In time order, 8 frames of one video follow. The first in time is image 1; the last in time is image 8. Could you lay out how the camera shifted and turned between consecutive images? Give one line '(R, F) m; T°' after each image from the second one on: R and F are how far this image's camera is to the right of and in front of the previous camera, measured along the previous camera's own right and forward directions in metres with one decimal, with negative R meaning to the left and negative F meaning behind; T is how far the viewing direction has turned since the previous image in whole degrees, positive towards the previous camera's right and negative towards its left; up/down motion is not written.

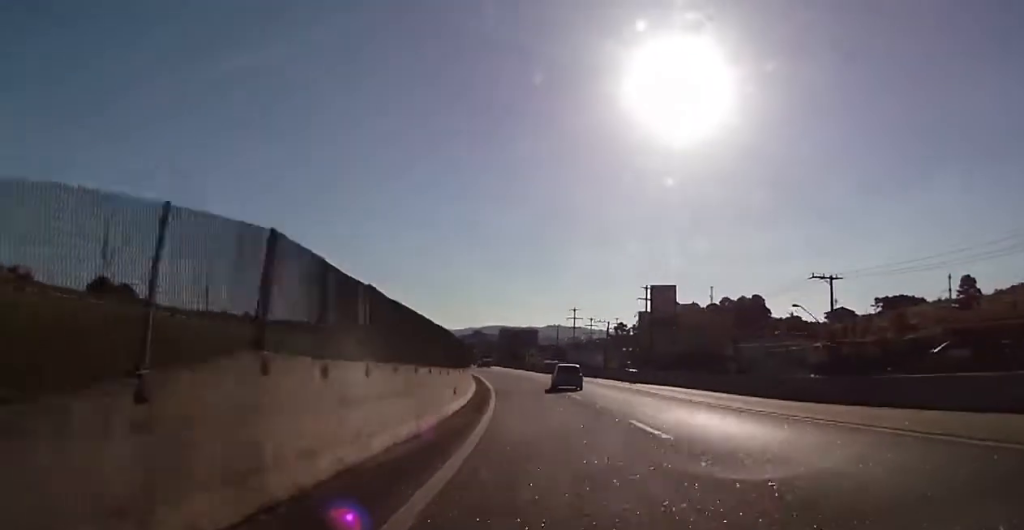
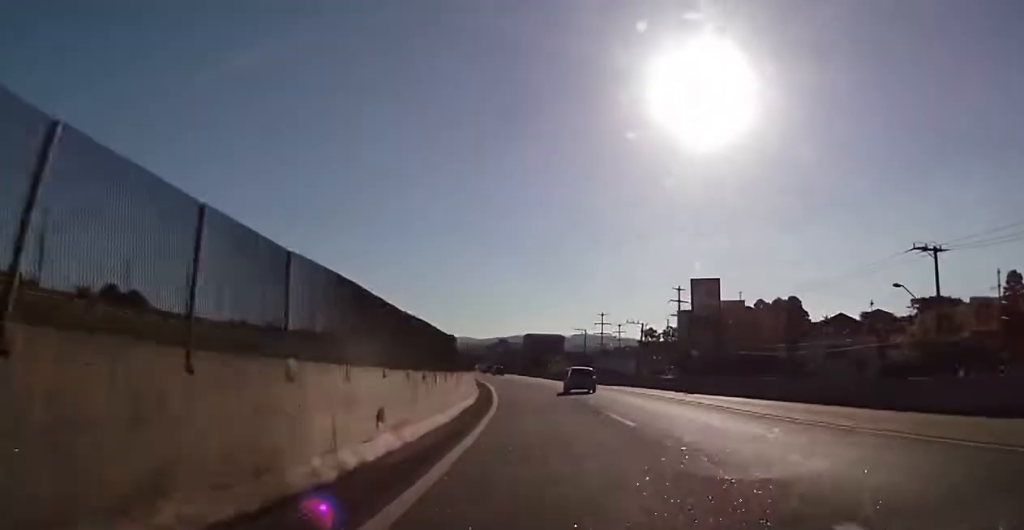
(-0.5, +13.1) m; -2°
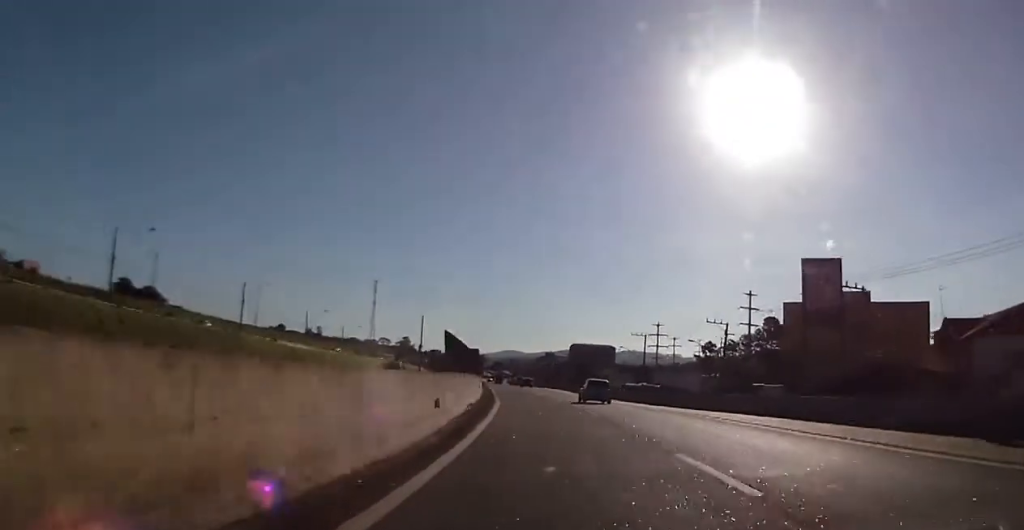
(-0.9, +26.9) m; -4°
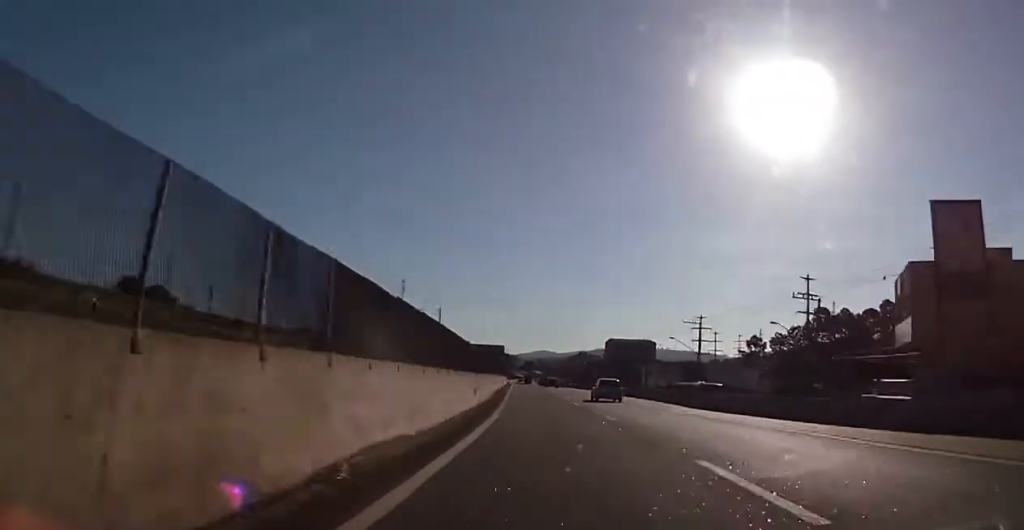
(-0.3, +19.5) m; -2°
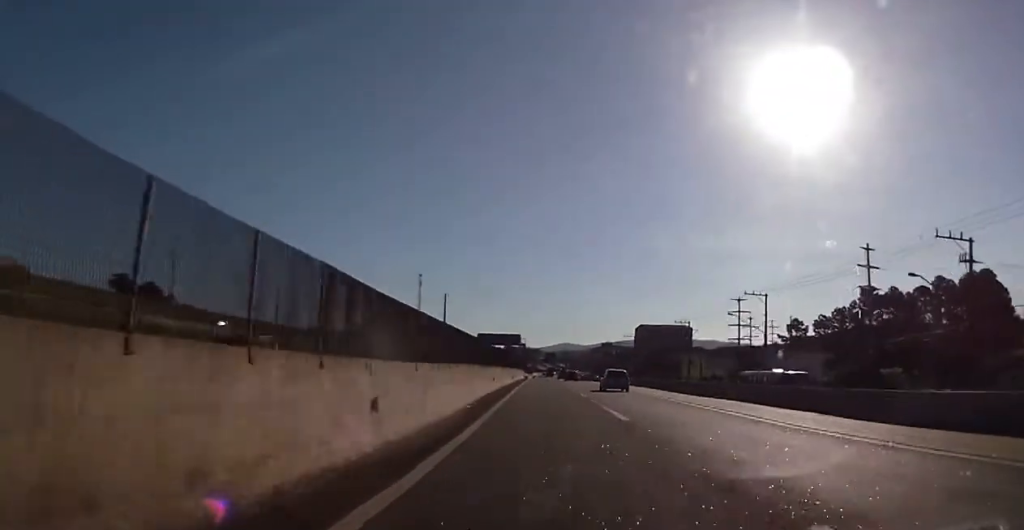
(-0.6, +20.7) m; -3°
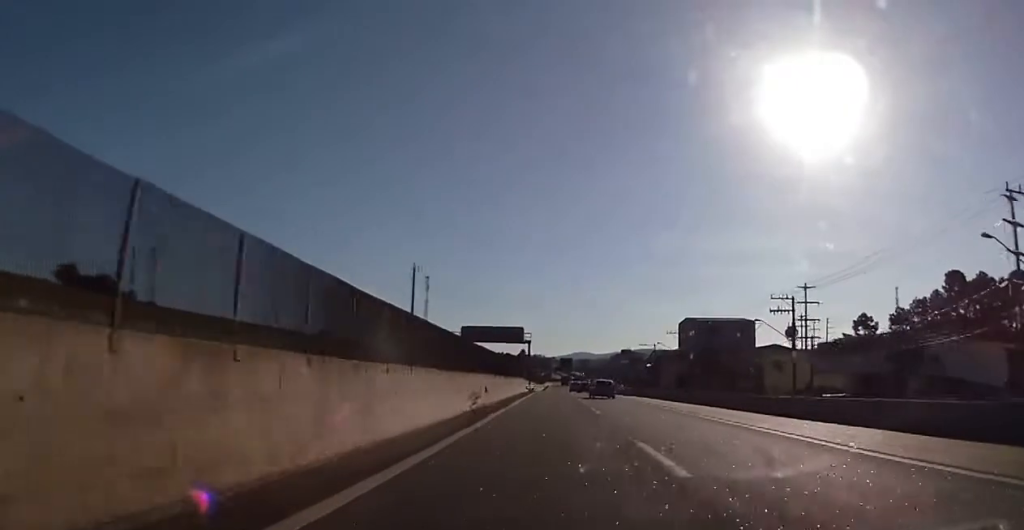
(-2.1, +42.6) m; -6°
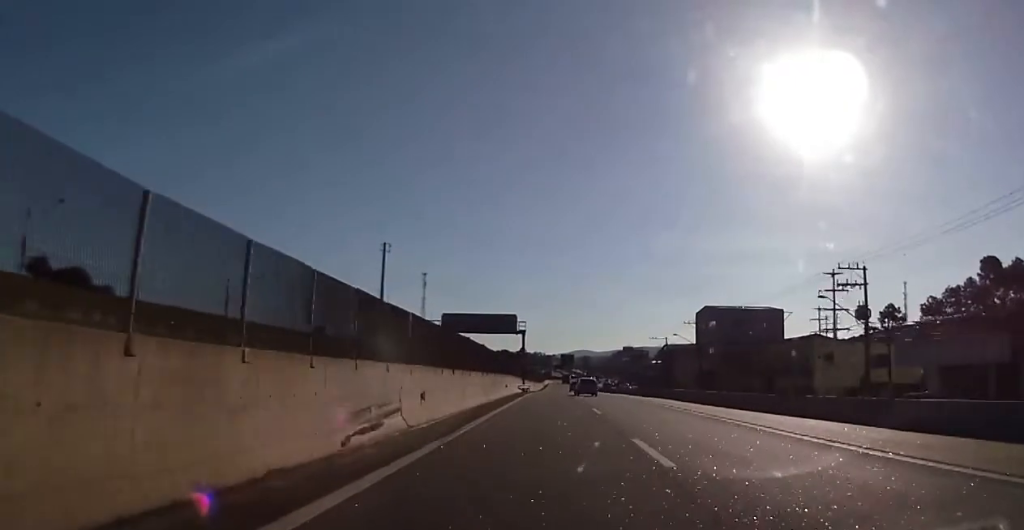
(-0.4, +16.0) m; -1°
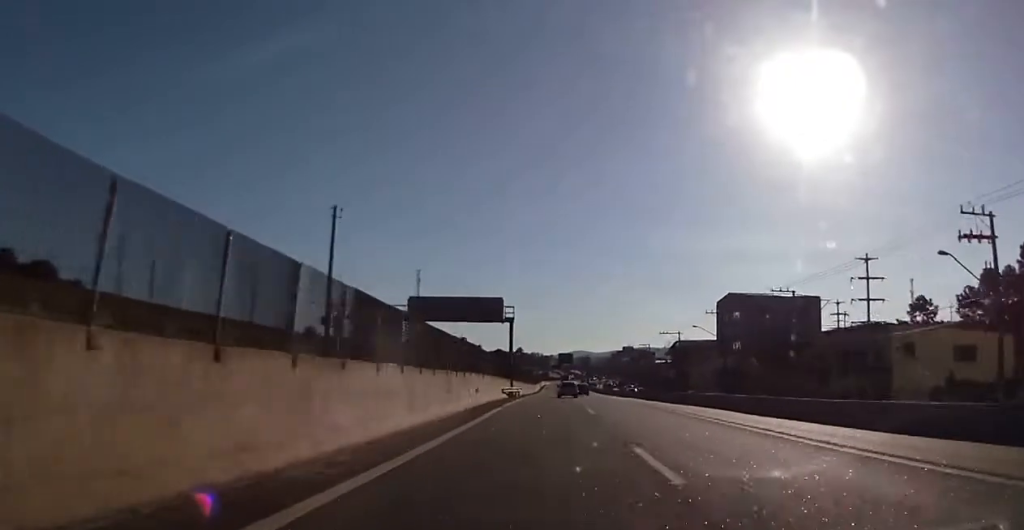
(-0.1, +16.6) m; -1°
